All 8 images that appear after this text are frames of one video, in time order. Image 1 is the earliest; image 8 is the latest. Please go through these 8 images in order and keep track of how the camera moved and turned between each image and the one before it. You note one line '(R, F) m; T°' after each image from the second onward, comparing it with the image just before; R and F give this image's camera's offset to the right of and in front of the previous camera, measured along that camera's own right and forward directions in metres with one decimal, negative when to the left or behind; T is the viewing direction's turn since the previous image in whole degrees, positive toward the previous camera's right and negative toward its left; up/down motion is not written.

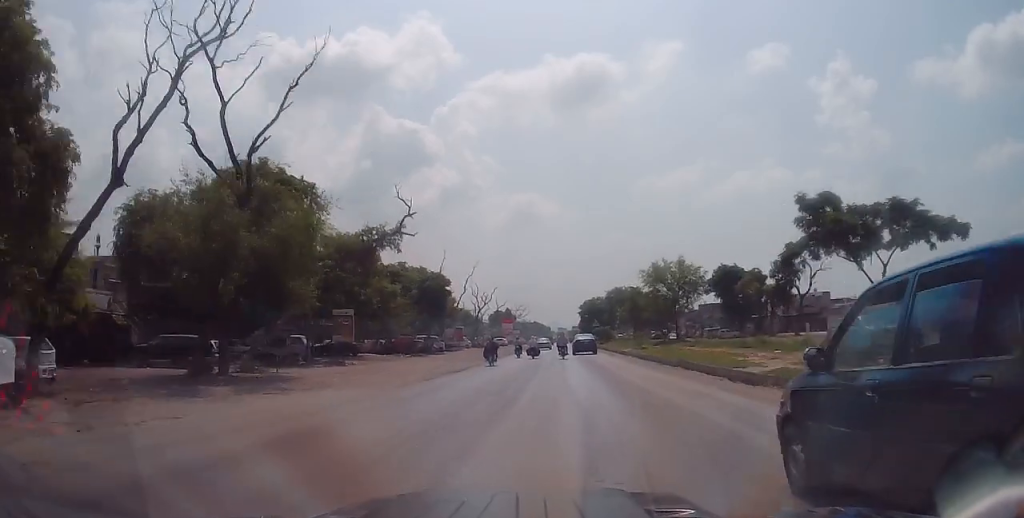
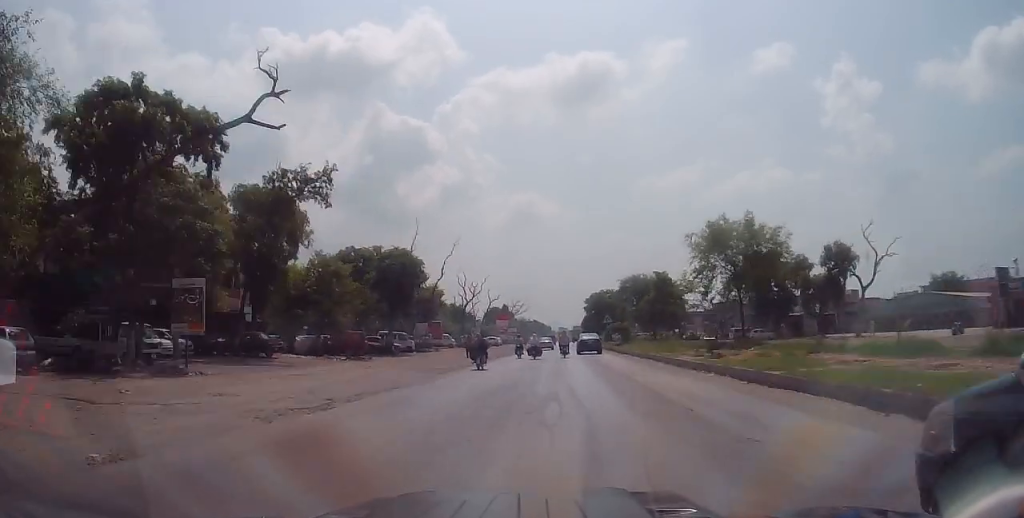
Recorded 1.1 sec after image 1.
(-0.1, +16.4) m; +1°
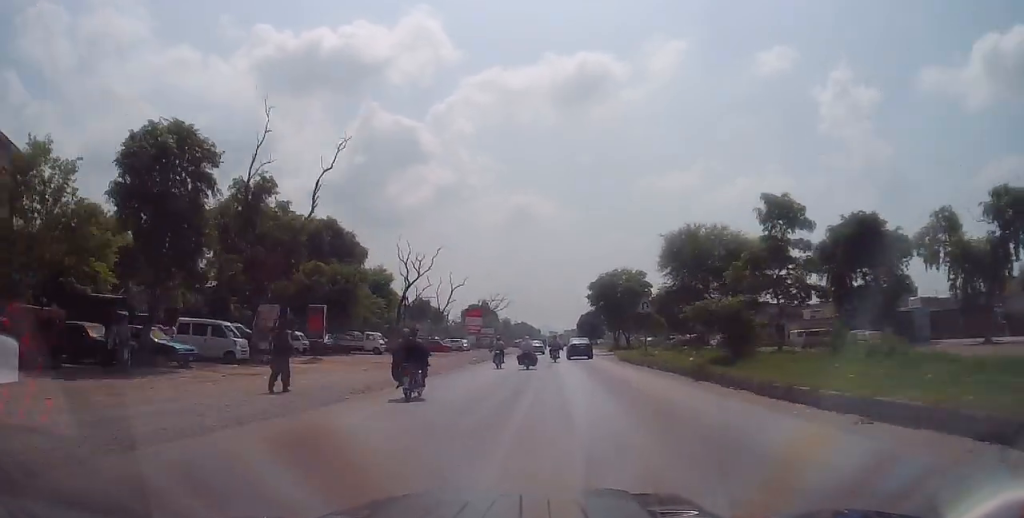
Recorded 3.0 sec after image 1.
(+0.9, +31.2) m; +3°
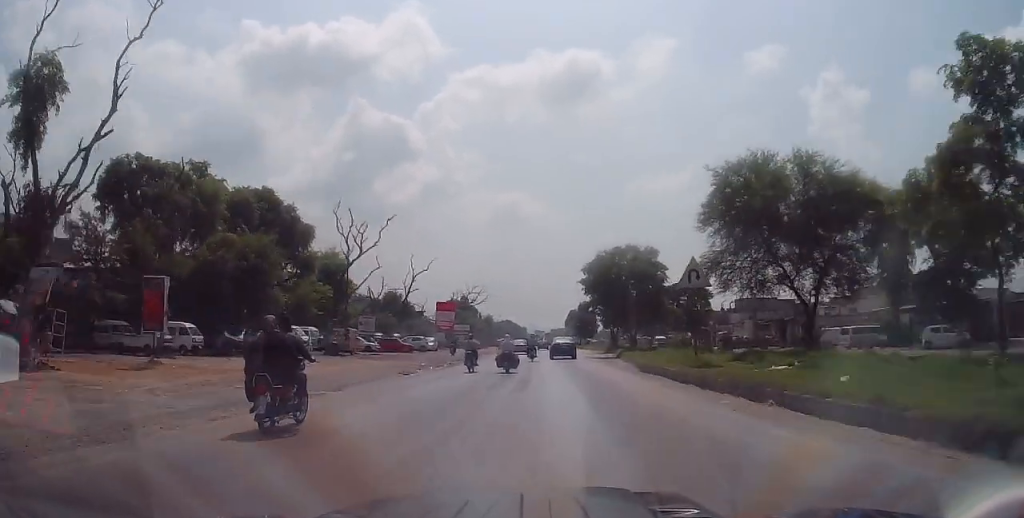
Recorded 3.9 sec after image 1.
(+0.2, +14.1) m; 0°
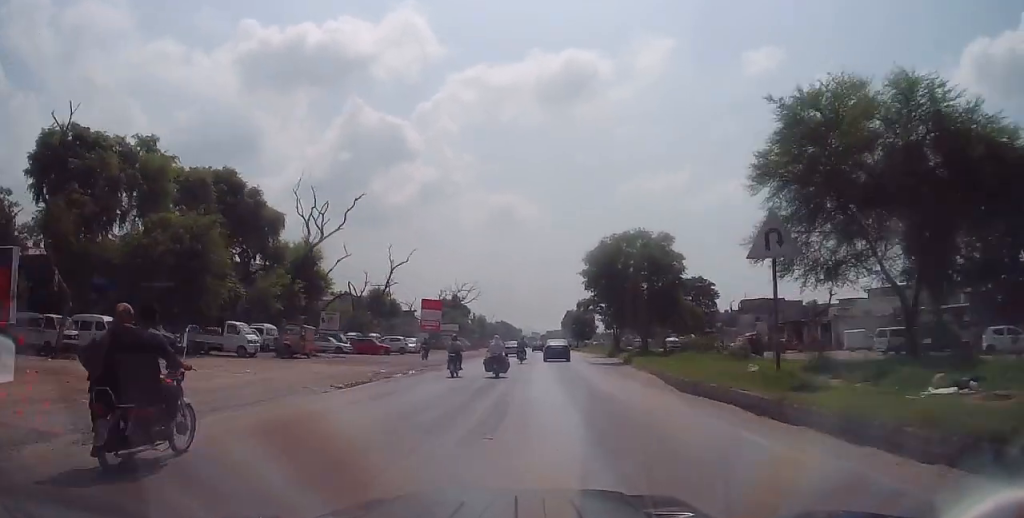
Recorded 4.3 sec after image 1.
(+0.1, +7.1) m; -1°
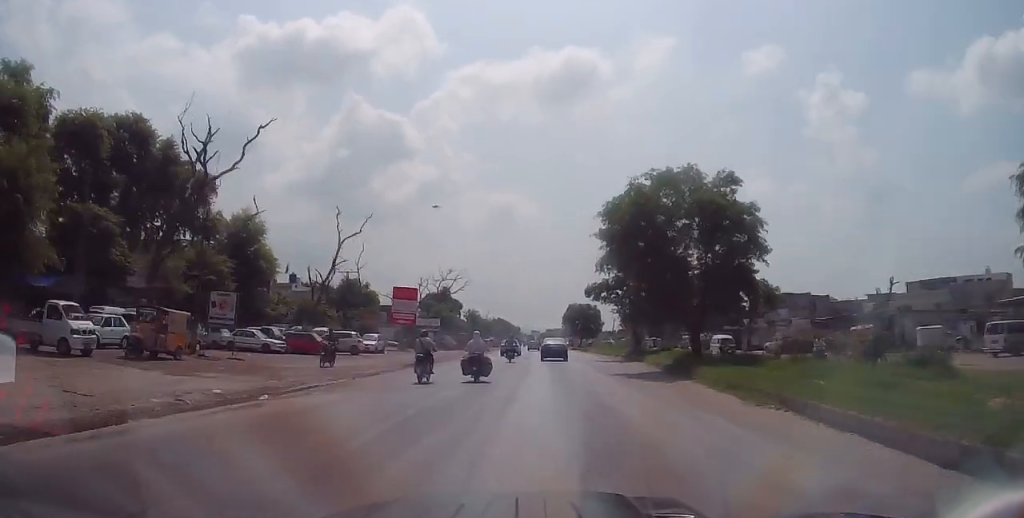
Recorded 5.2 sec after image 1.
(-0.5, +13.6) m; 0°
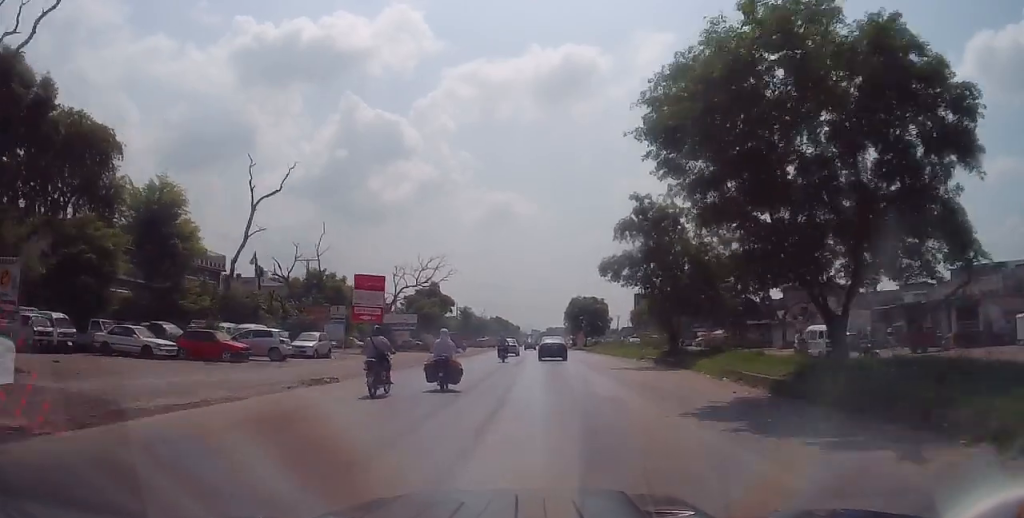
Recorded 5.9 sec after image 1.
(+0.1, +12.5) m; 0°
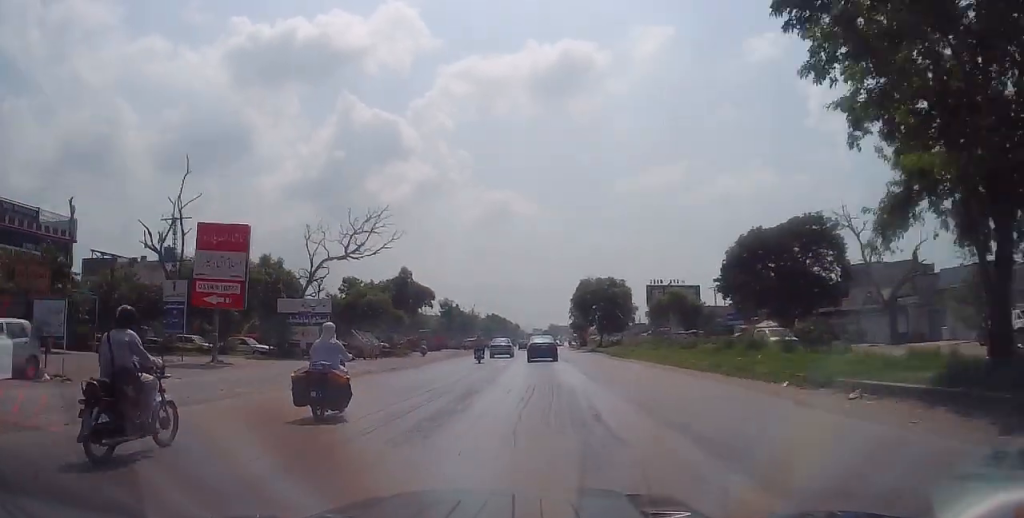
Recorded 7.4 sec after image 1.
(+0.1, +23.6) m; -1°
